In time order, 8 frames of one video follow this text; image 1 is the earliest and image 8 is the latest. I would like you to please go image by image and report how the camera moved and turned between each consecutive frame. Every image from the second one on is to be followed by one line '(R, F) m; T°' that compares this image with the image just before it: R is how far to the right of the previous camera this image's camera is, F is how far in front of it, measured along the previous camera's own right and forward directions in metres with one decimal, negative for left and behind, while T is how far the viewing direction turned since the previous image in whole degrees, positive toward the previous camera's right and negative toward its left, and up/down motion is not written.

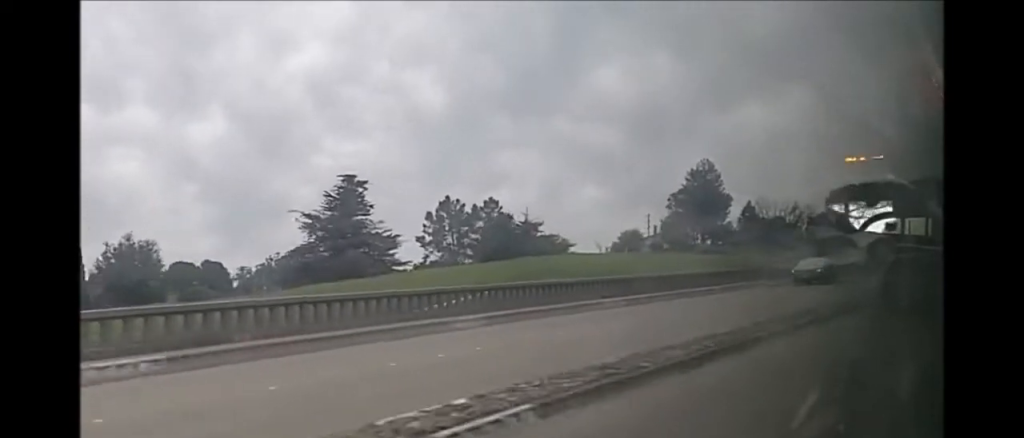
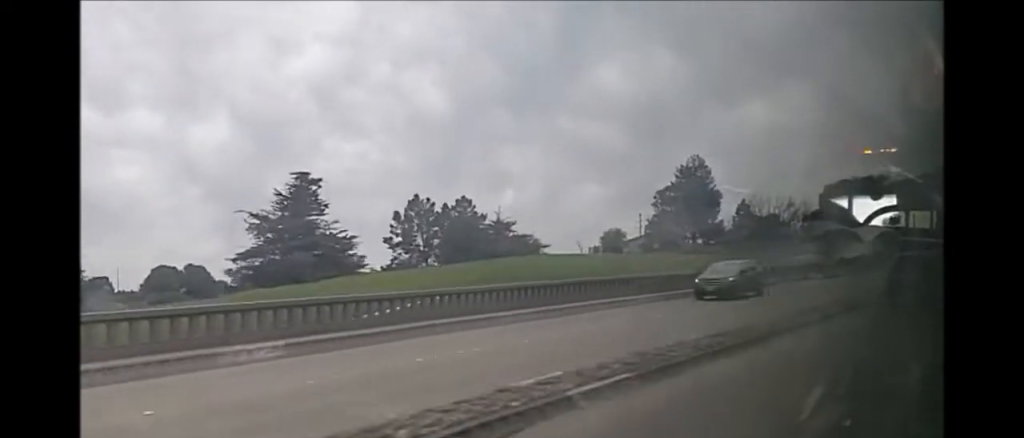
(+0.2, +7.6) m; 0°
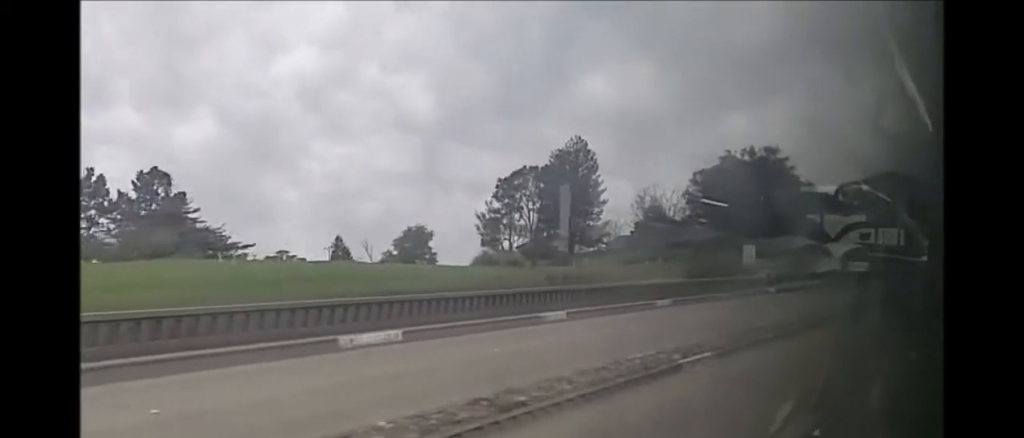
(+0.5, +42.4) m; 0°
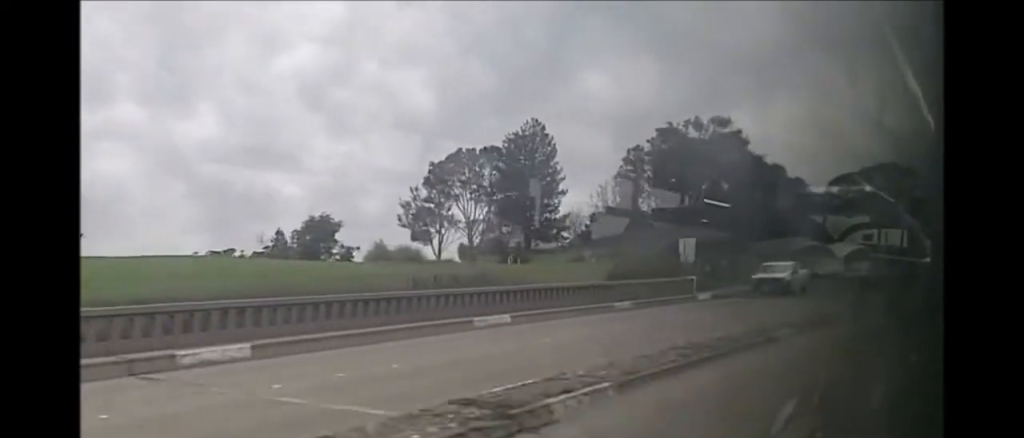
(-0.1, +12.7) m; -2°
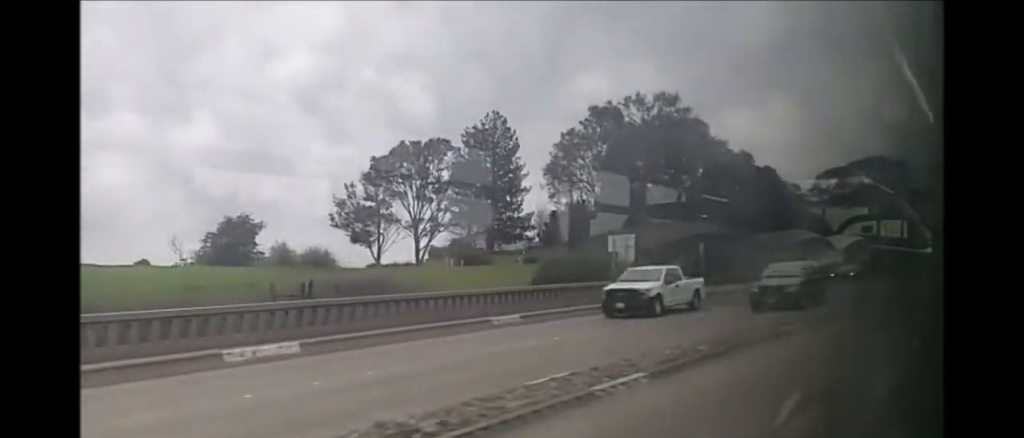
(-0.3, +8.7) m; -1°
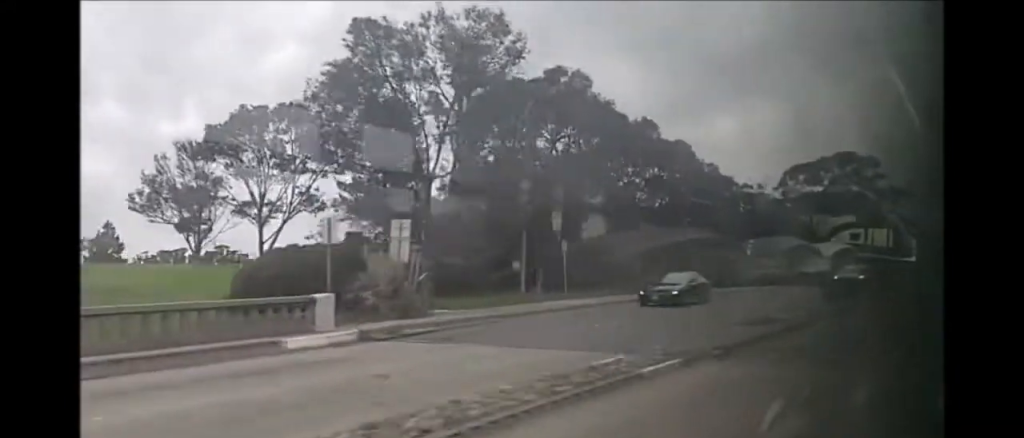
(-0.2, +16.1) m; +1°
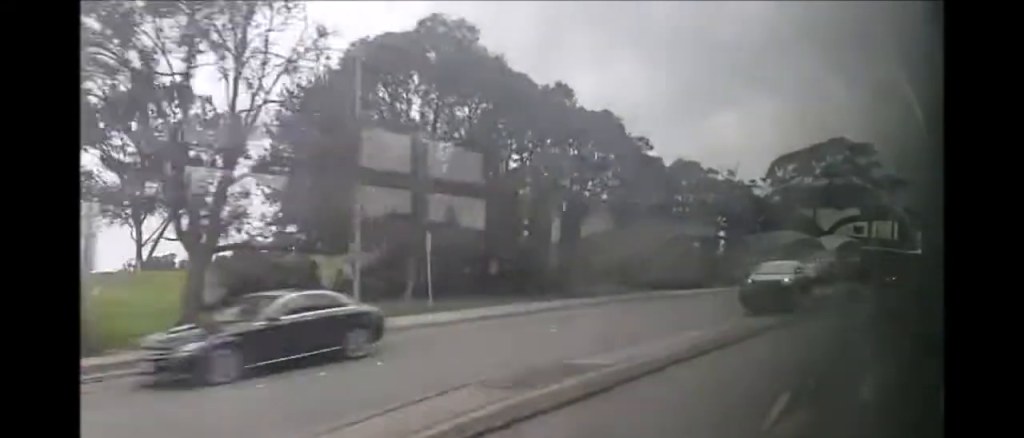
(+0.2, +10.0) m; 0°
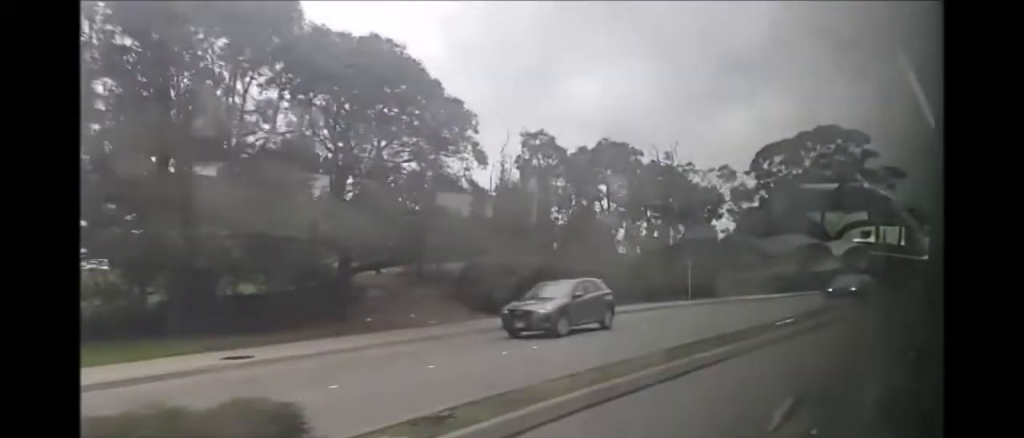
(+0.1, +16.2) m; 0°
